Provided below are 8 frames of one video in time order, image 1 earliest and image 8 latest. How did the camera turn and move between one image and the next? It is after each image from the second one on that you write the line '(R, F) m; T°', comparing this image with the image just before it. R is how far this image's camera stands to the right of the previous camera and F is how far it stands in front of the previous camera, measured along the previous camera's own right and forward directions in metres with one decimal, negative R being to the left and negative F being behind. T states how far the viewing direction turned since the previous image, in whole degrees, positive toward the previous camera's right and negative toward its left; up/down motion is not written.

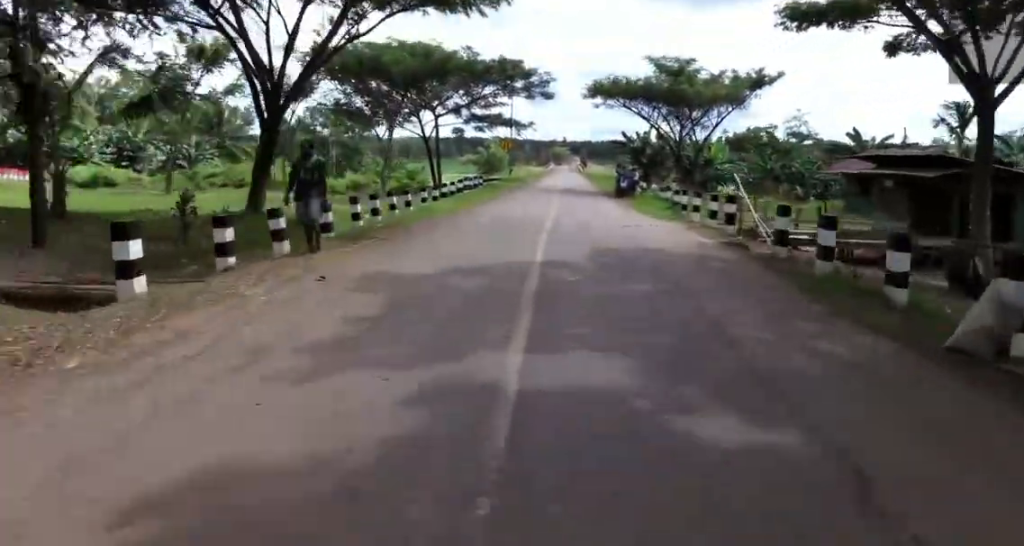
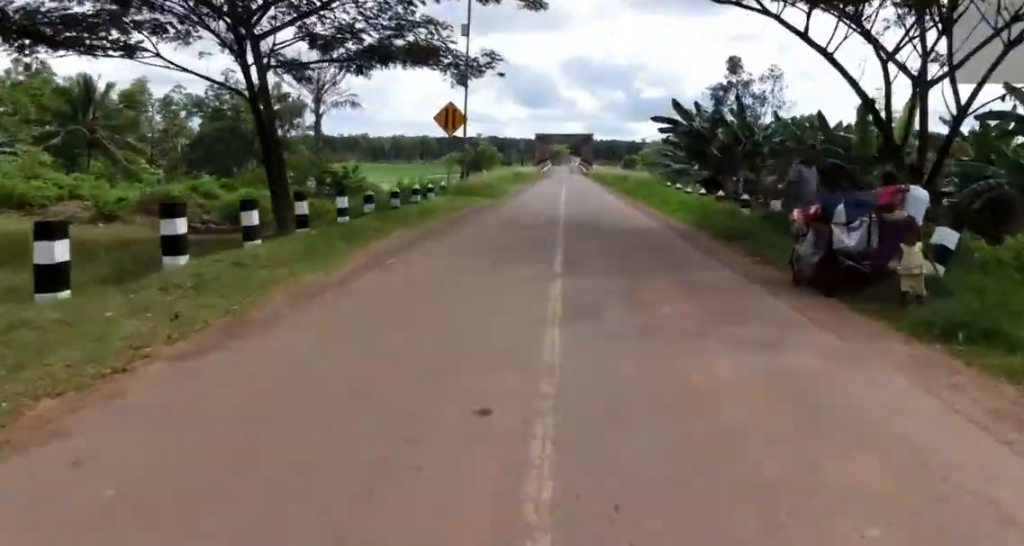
(0.0, +26.9) m; 0°
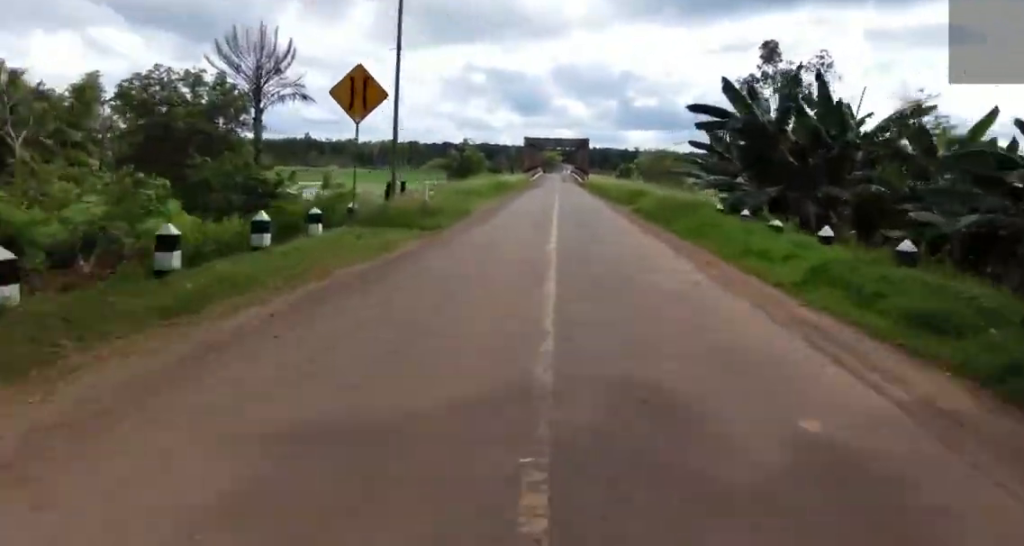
(0.0, +11.0) m; 0°
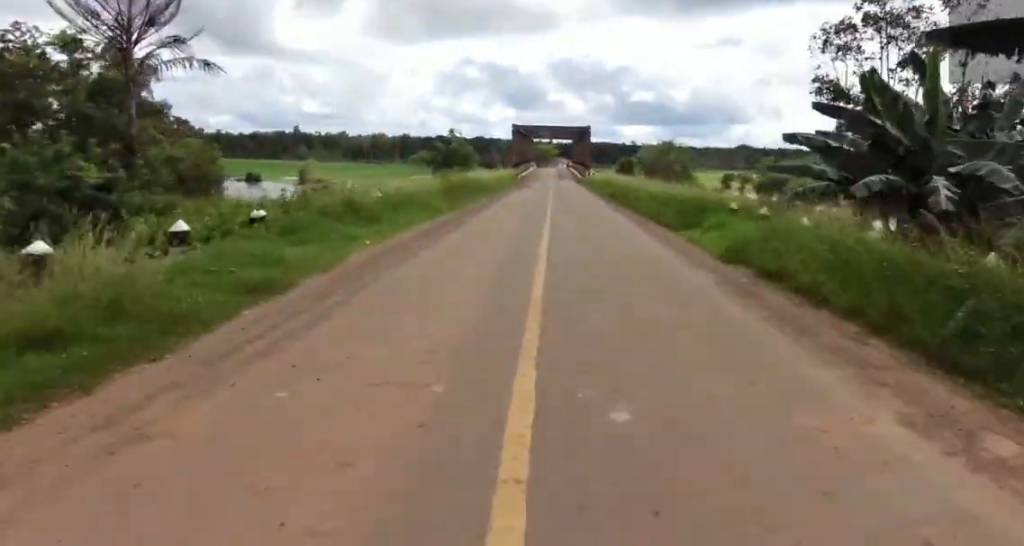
(+0.2, +15.4) m; +1°
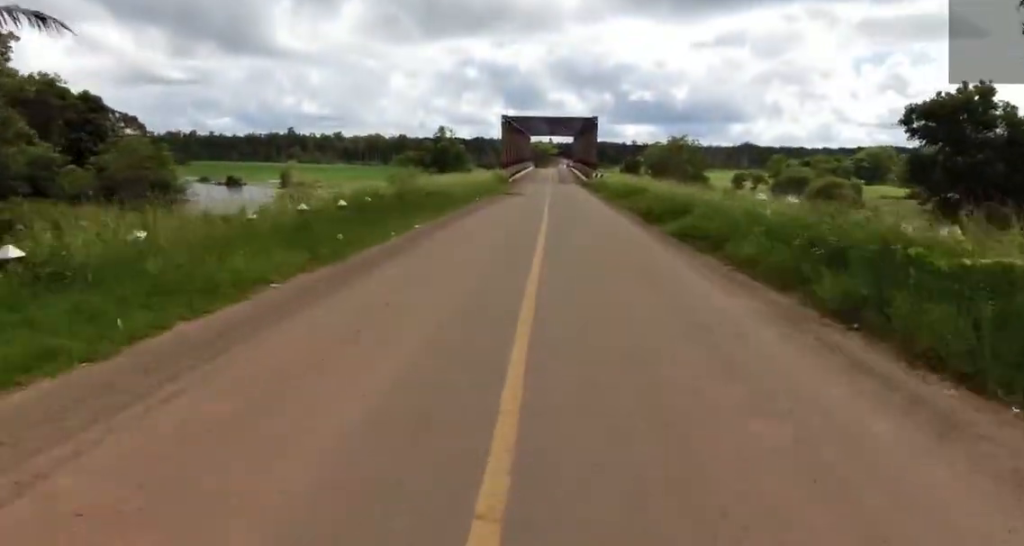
(+0.2, +13.1) m; +1°
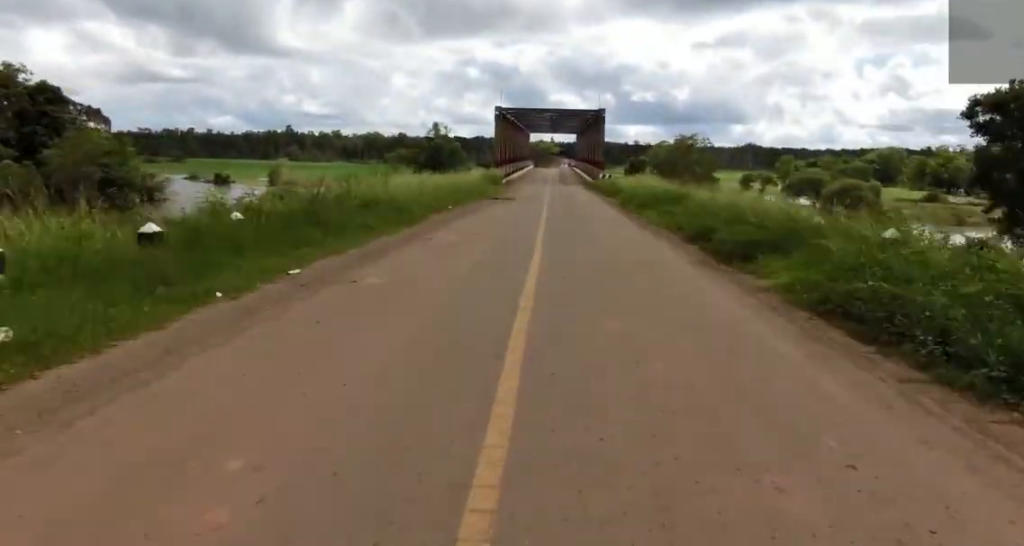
(0.0, +7.2) m; 0°
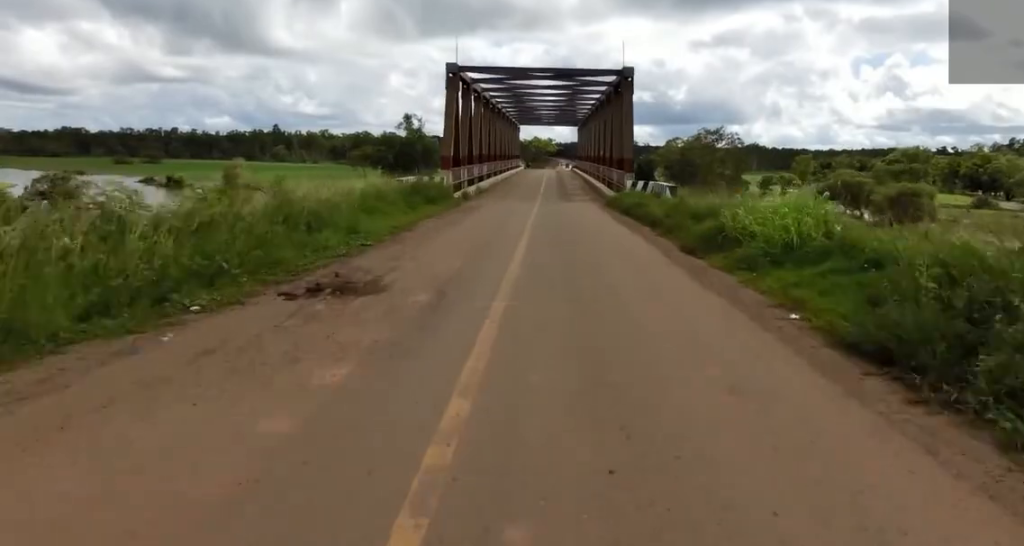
(-0.4, +21.6) m; -5°
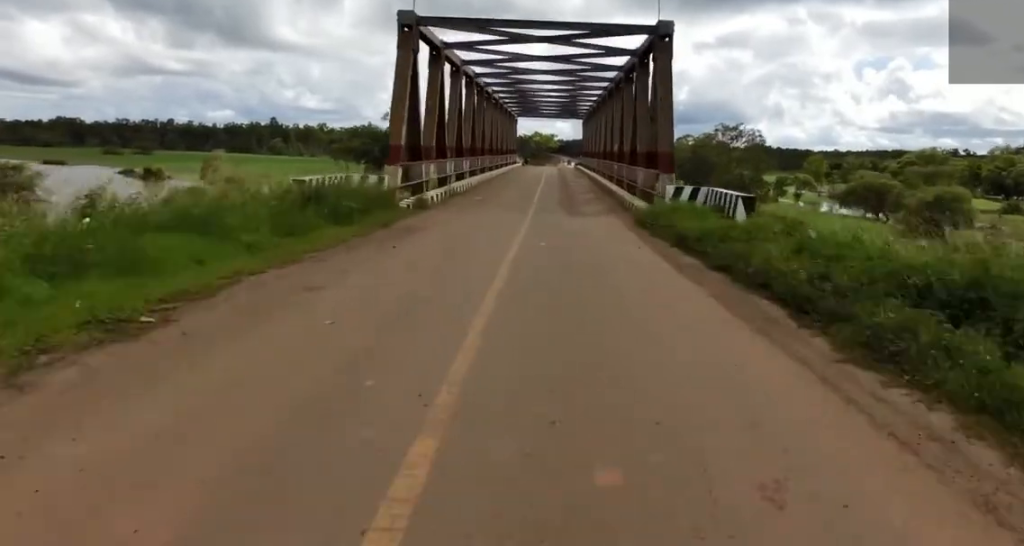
(-0.9, +10.1) m; -1°
